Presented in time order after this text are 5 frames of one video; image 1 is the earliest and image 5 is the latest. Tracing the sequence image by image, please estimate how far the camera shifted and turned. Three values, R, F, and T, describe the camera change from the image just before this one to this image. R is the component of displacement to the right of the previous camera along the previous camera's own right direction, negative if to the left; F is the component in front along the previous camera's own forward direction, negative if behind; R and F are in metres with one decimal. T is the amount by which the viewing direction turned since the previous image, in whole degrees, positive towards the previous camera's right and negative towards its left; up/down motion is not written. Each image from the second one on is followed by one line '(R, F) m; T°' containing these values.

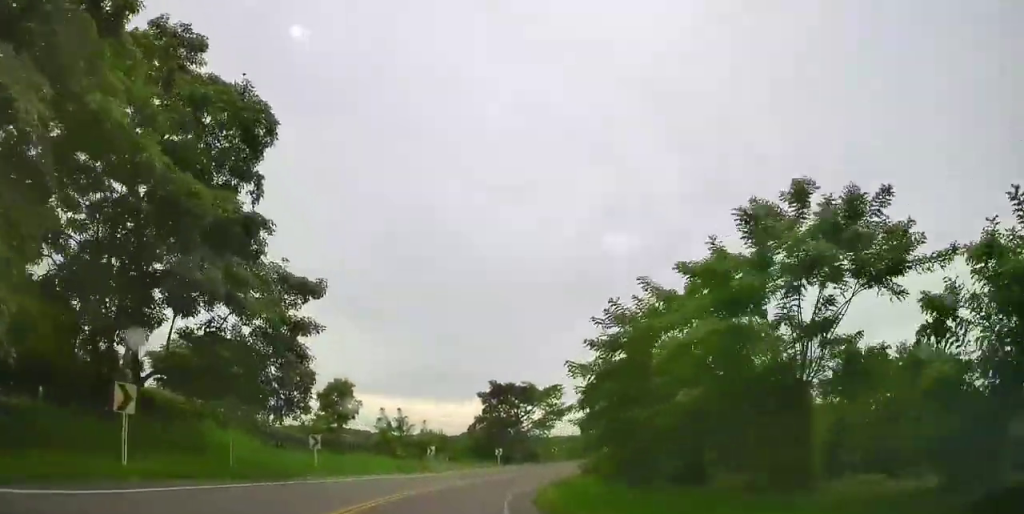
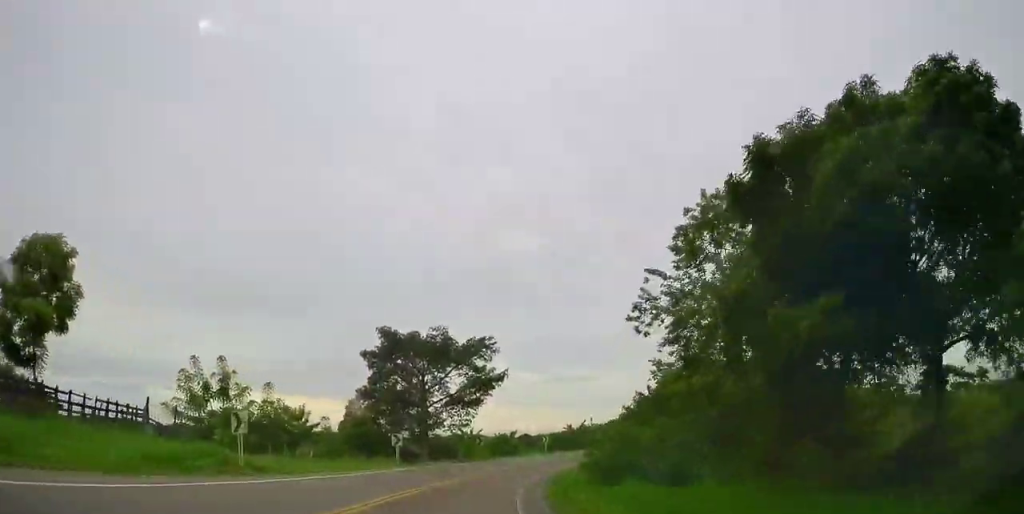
(-1.6, +29.8) m; -9°
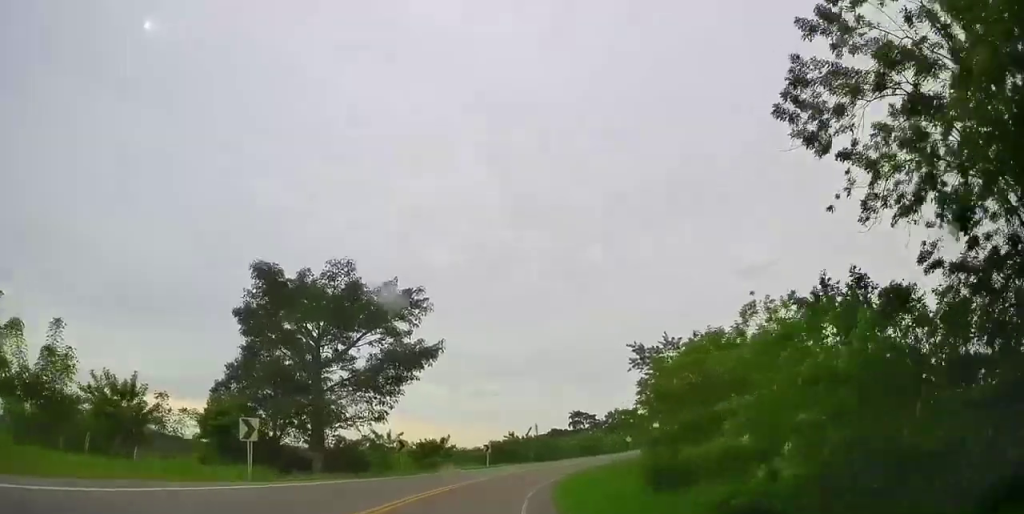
(+0.6, +17.0) m; +8°
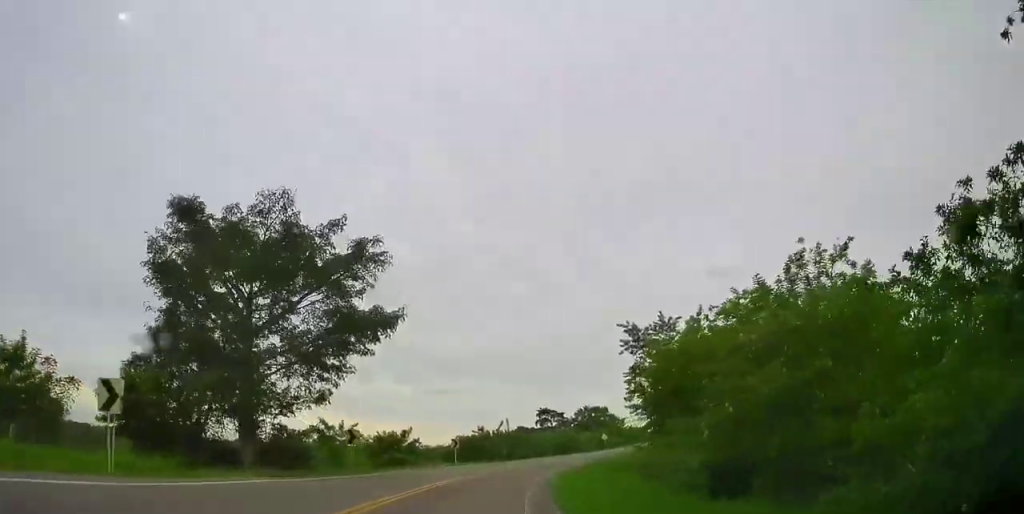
(+0.3, +7.3) m; +5°
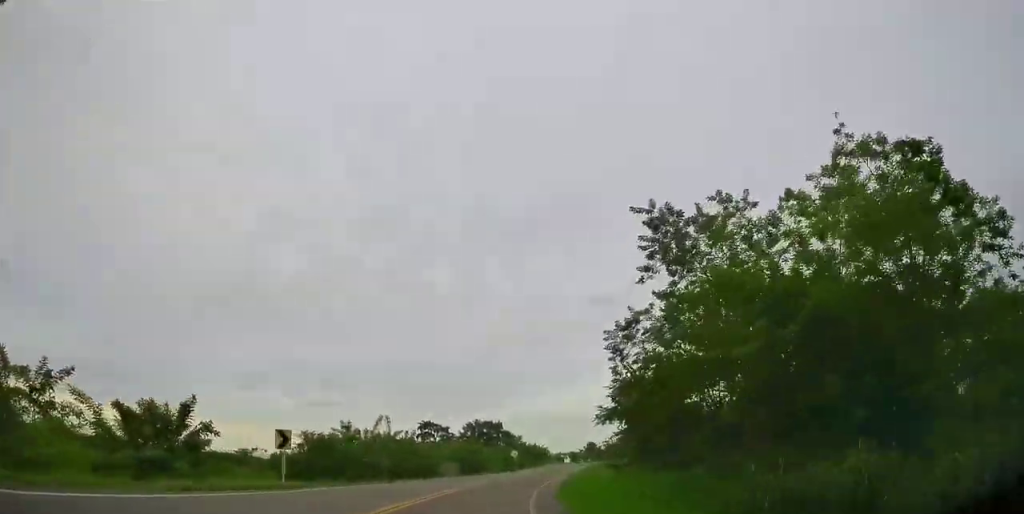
(+2.6, +24.6) m; +13°
